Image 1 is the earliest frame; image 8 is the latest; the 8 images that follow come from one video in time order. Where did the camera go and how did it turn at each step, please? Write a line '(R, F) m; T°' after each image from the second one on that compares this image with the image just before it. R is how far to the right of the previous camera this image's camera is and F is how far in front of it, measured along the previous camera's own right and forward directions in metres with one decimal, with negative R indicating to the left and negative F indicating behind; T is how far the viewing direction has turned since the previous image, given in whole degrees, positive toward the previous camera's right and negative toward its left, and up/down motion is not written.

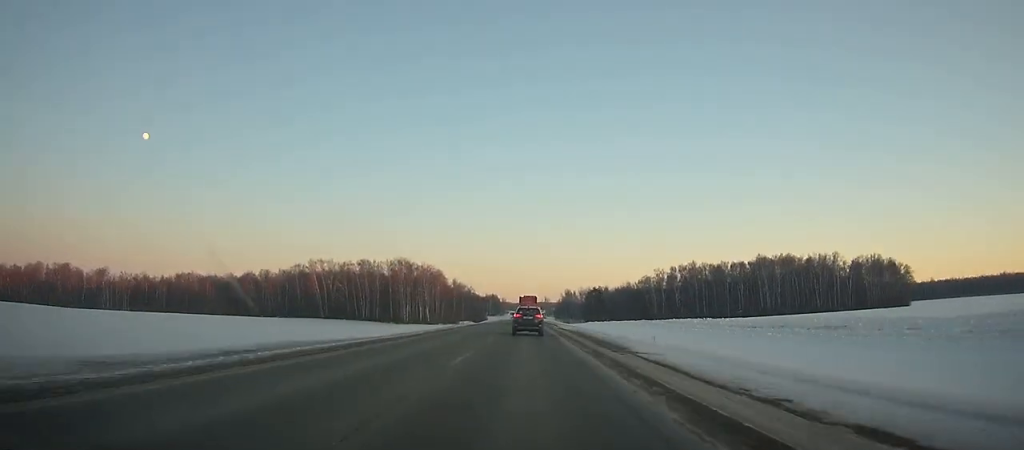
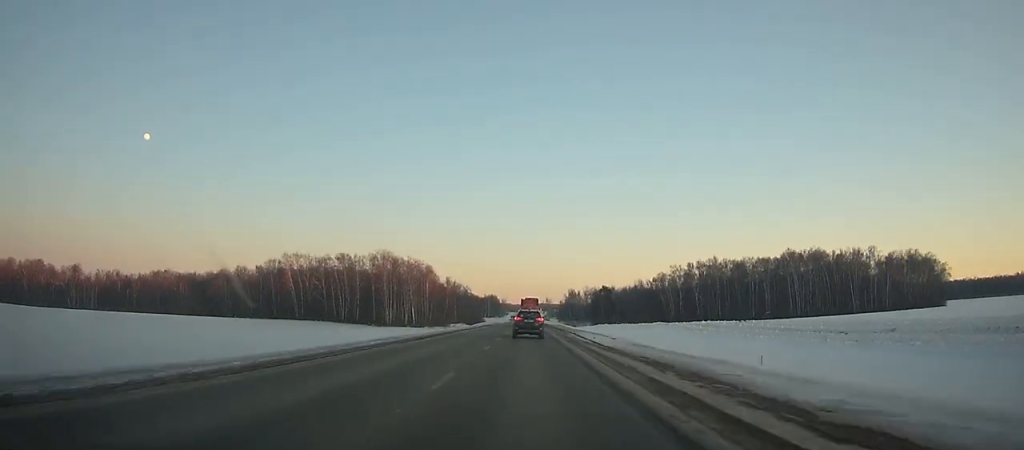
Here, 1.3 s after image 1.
(-0.2, +27.5) m; 0°
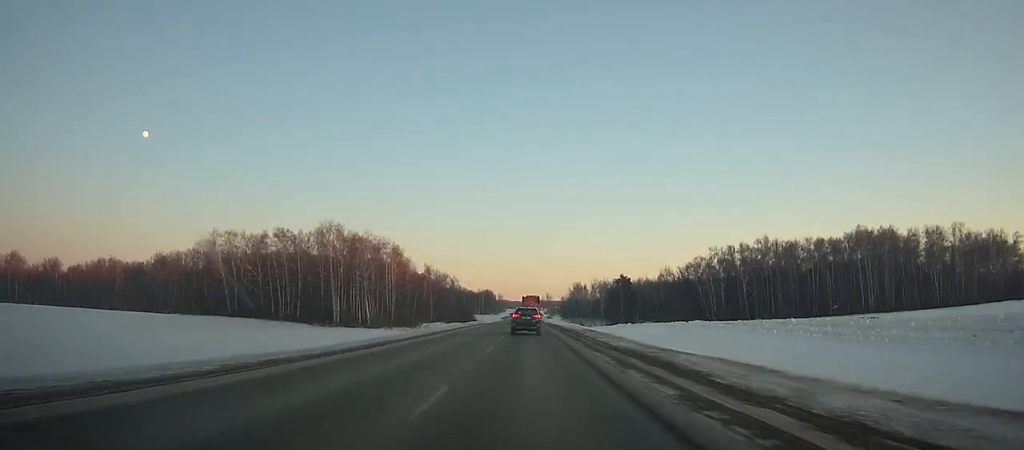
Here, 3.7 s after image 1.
(-0.2, +50.6) m; 0°
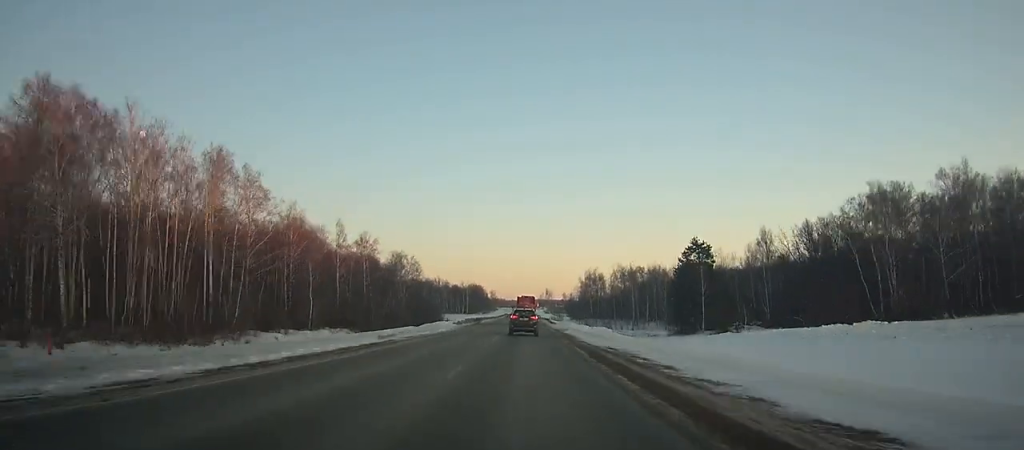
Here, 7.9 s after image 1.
(+0.8, +87.6) m; +1°
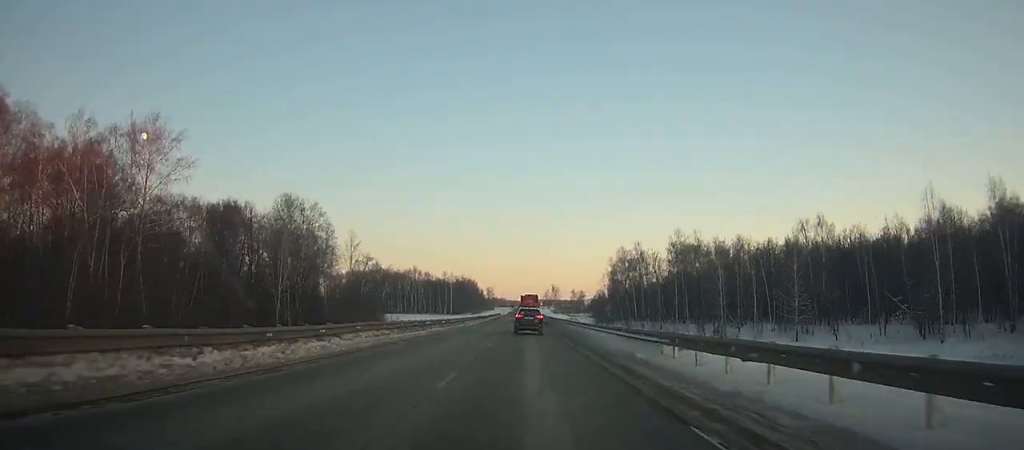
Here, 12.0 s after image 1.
(+0.1, +84.3) m; 0°
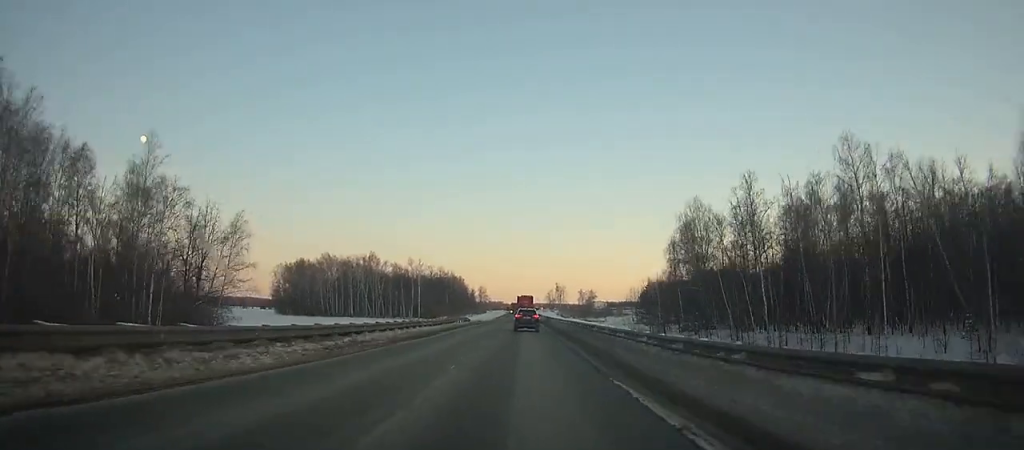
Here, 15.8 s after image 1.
(0.0, +77.4) m; 0°
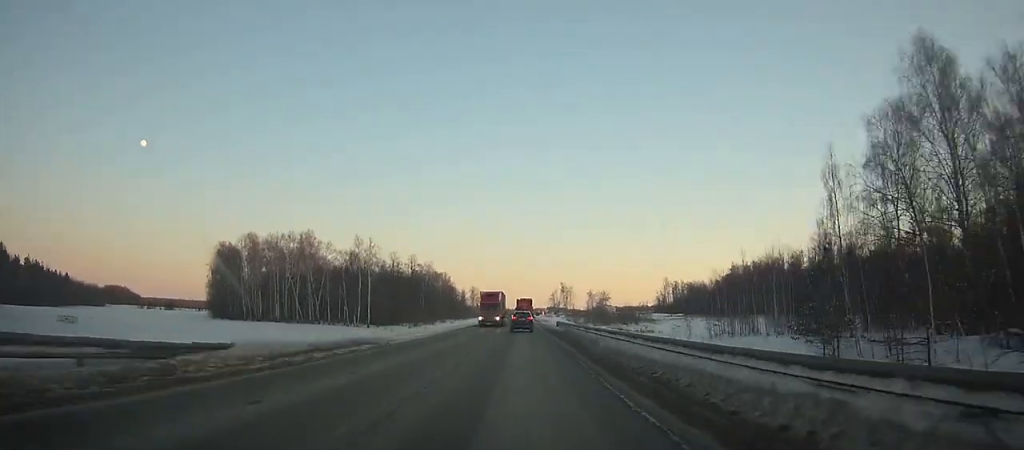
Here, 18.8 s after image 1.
(0.0, +61.5) m; 0°
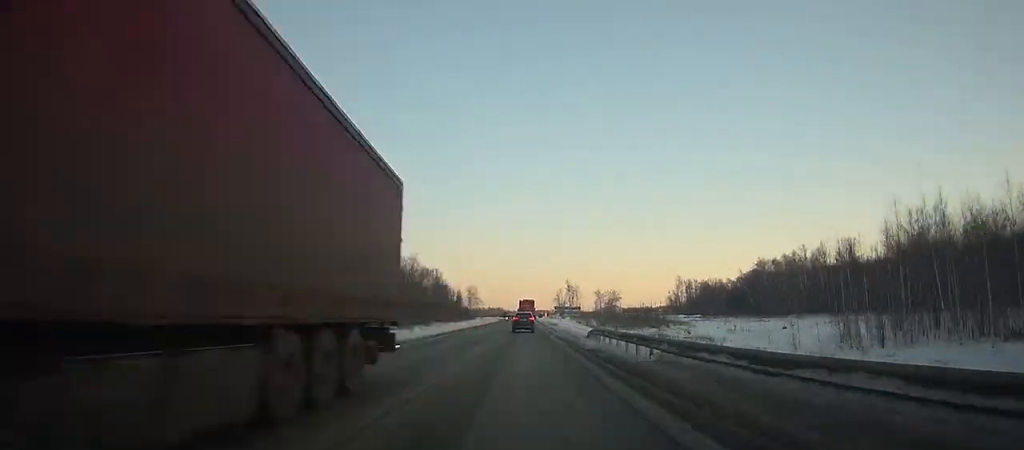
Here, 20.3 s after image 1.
(0.0, +31.1) m; 0°
